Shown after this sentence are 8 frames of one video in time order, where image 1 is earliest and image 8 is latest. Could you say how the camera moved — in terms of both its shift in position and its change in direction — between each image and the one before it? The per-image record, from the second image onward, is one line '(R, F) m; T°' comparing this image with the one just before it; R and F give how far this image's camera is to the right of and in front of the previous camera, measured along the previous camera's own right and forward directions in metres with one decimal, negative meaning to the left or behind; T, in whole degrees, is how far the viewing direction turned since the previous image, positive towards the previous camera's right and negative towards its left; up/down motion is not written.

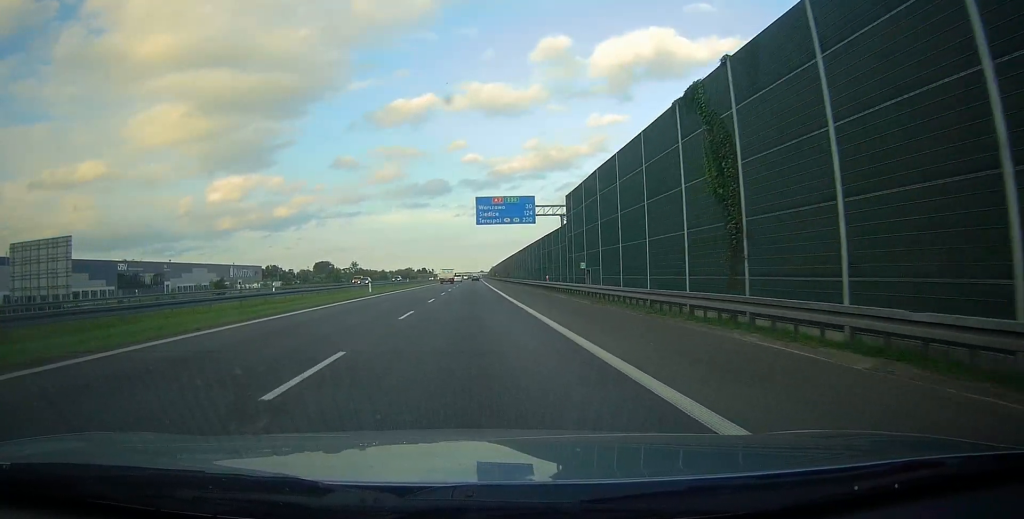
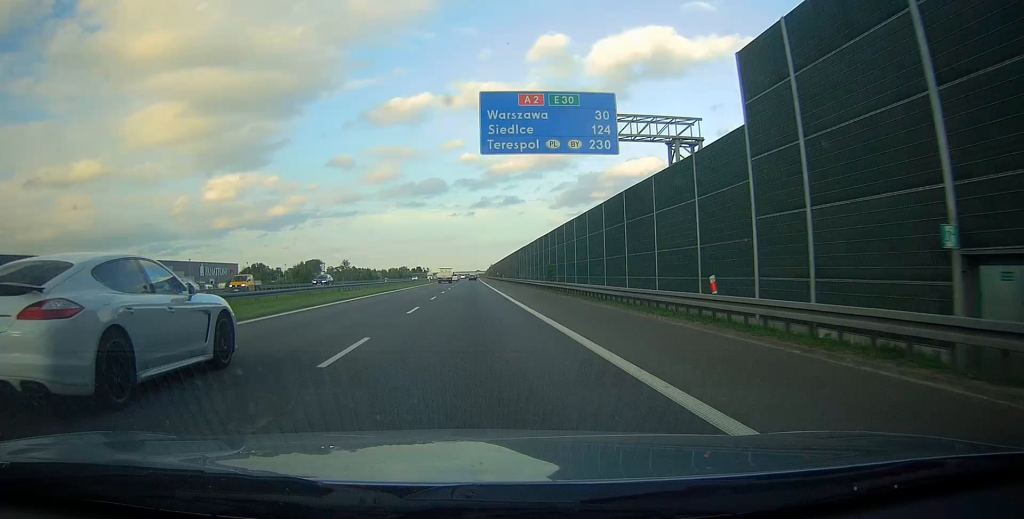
(+0.1, +33.3) m; 0°
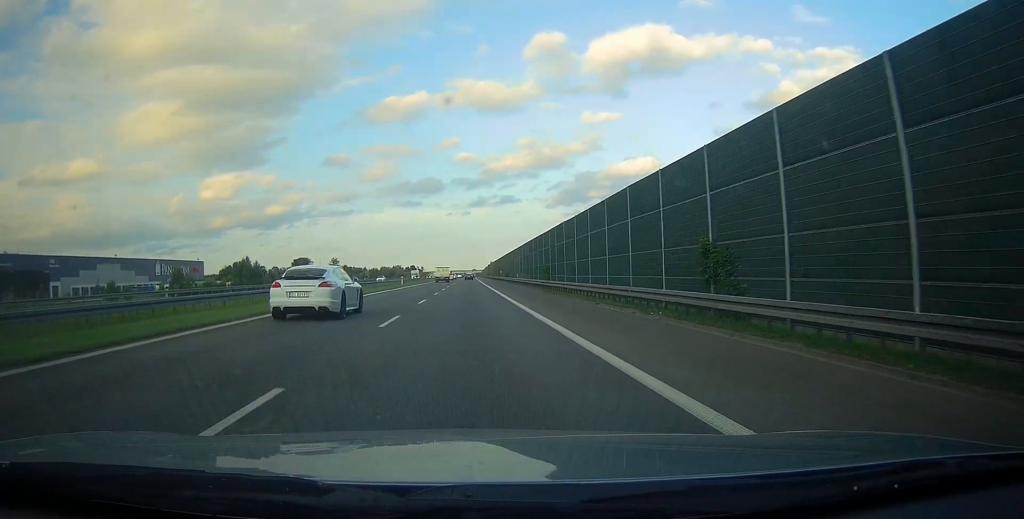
(+0.1, +41.2) m; 0°
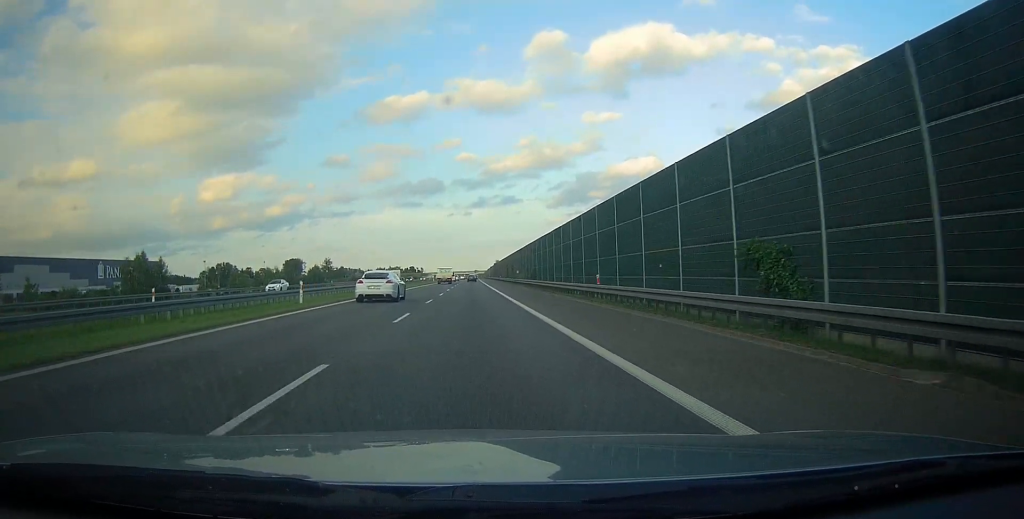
(0.0, +46.0) m; 0°
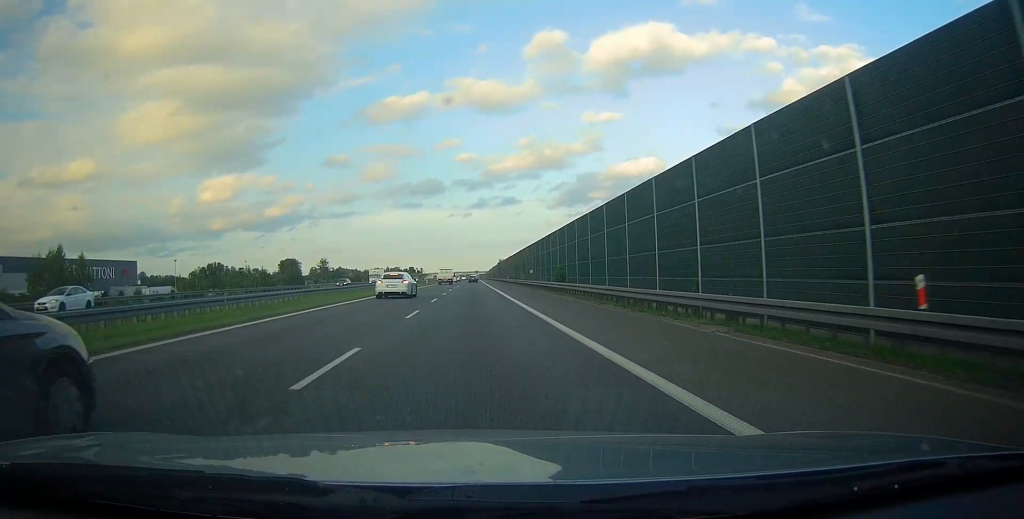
(0.0, +21.8) m; 0°
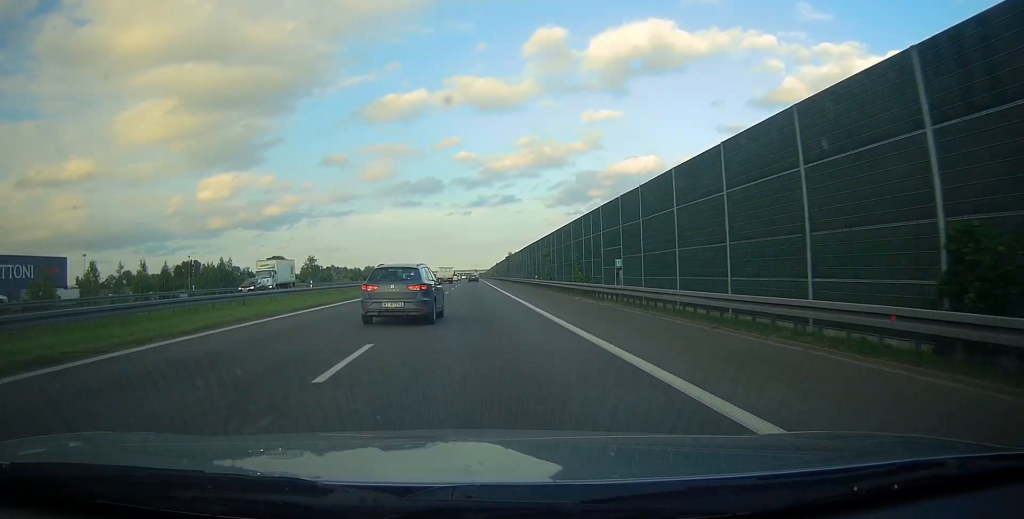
(0.0, +47.2) m; 0°
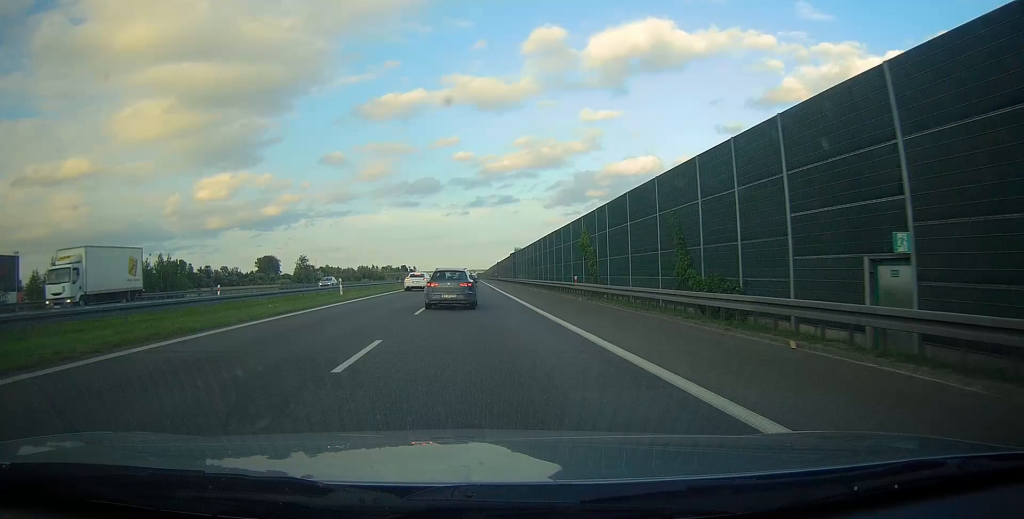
(0.0, +23.0) m; 0°
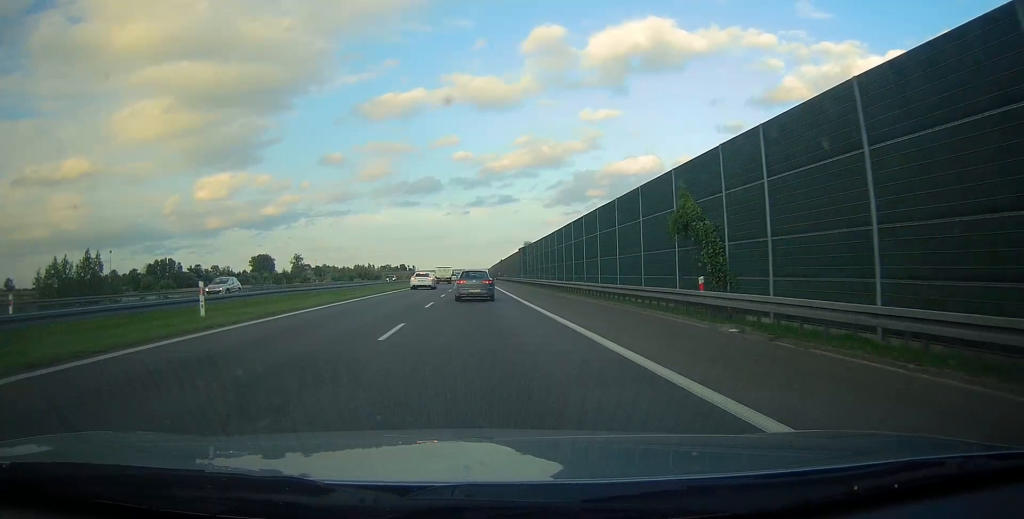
(0.0, +20.0) m; 0°
